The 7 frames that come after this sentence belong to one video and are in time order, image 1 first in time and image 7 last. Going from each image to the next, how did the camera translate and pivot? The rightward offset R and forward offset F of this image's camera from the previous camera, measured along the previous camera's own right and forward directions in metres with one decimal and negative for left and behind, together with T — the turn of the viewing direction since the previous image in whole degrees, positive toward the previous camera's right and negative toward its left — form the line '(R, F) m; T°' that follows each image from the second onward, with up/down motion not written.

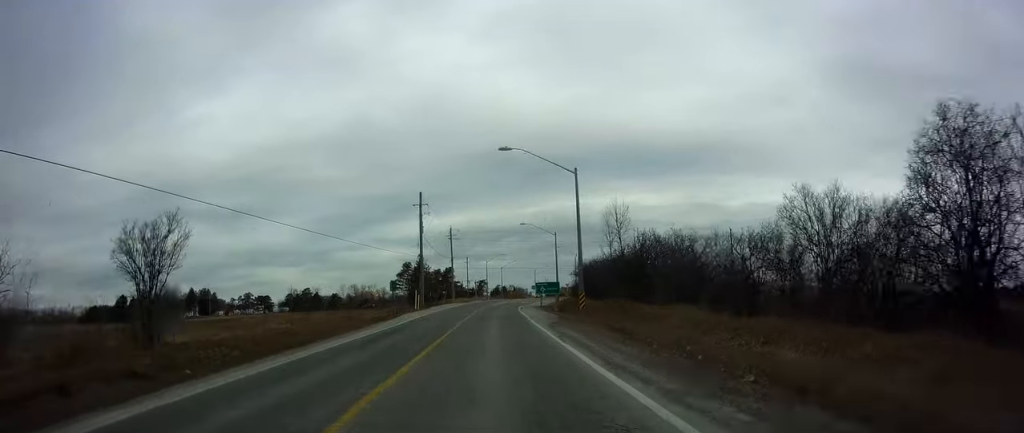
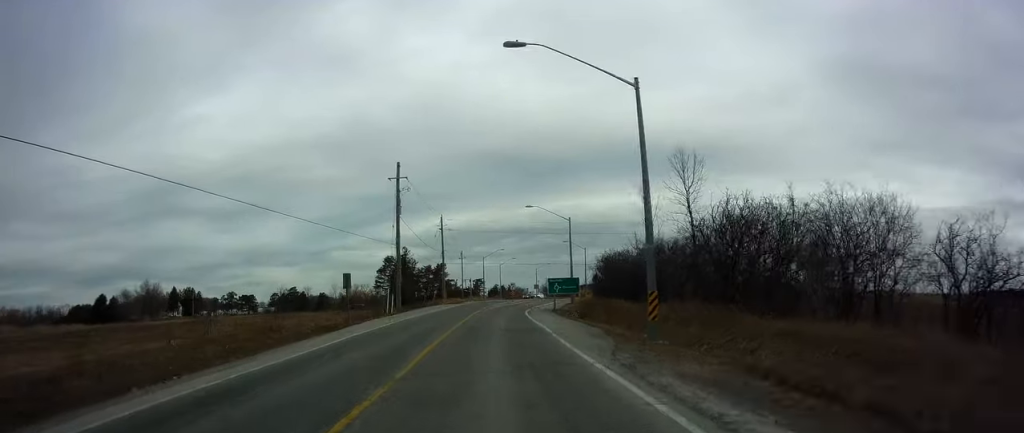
(-0.2, +15.1) m; +1°
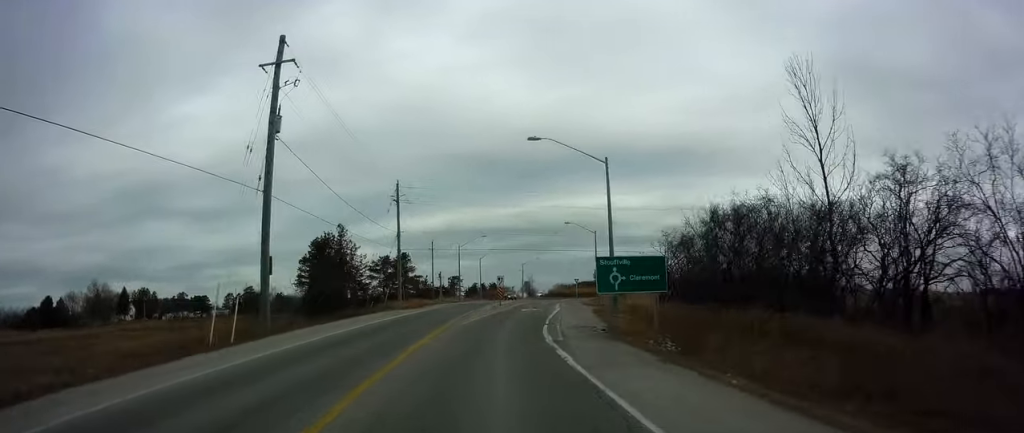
(+0.1, +26.7) m; 0°
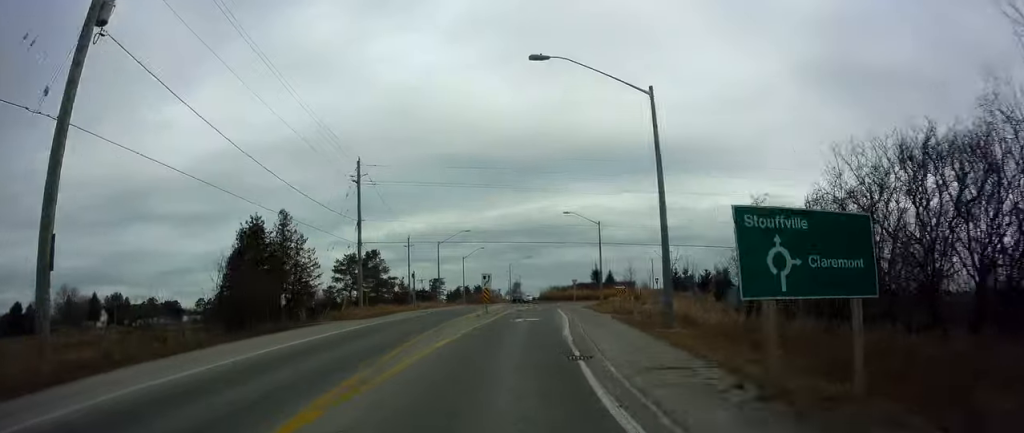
(+0.2, +12.4) m; +2°
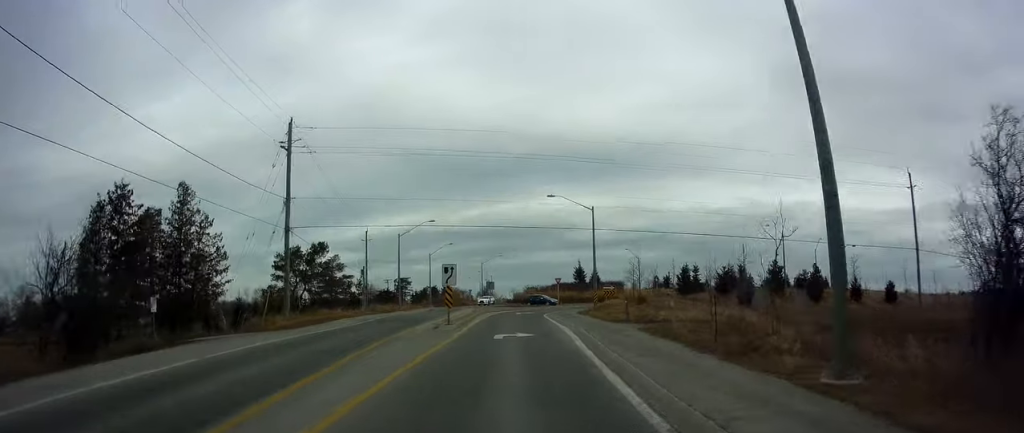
(+0.3, +12.0) m; +3°
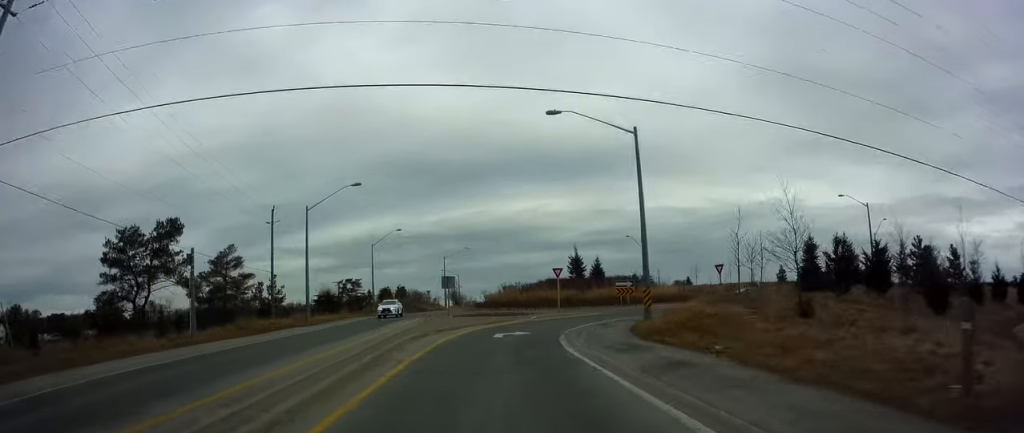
(+3.5, +24.1) m; +21°
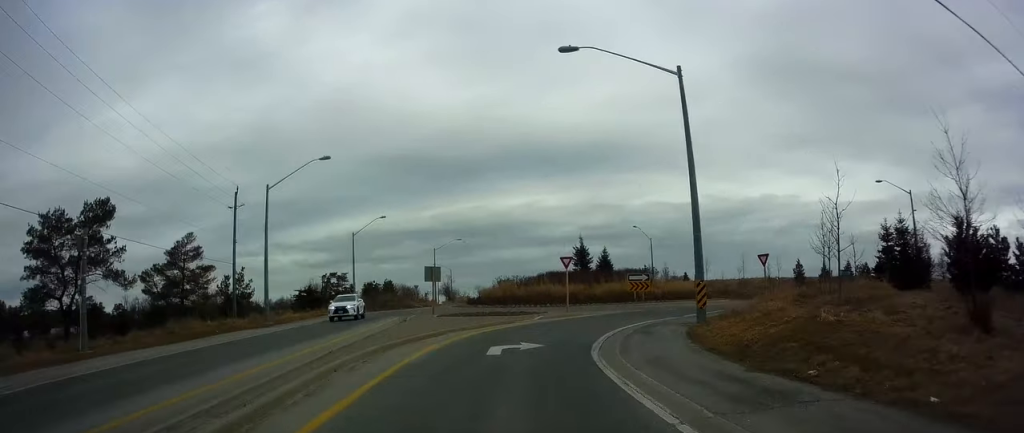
(+0.6, +7.0) m; +5°
